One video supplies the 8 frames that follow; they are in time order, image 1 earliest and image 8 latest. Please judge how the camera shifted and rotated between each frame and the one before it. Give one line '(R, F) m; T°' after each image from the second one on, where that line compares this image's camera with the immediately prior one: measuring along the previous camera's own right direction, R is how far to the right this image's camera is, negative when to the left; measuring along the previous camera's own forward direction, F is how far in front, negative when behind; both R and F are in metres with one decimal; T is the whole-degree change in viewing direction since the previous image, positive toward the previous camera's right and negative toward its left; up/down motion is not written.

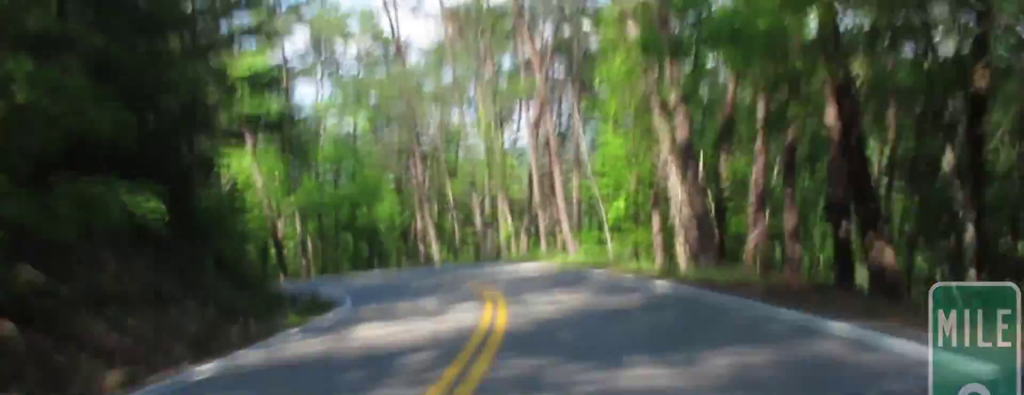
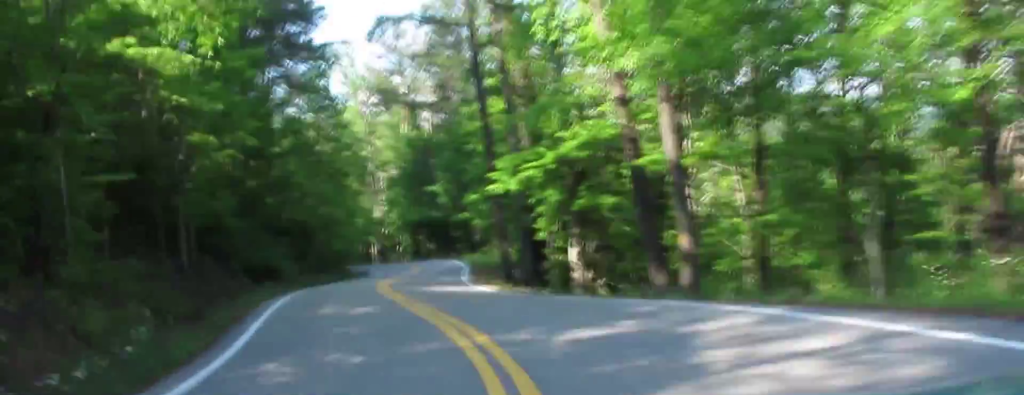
(+12.9, +40.3) m; +14°
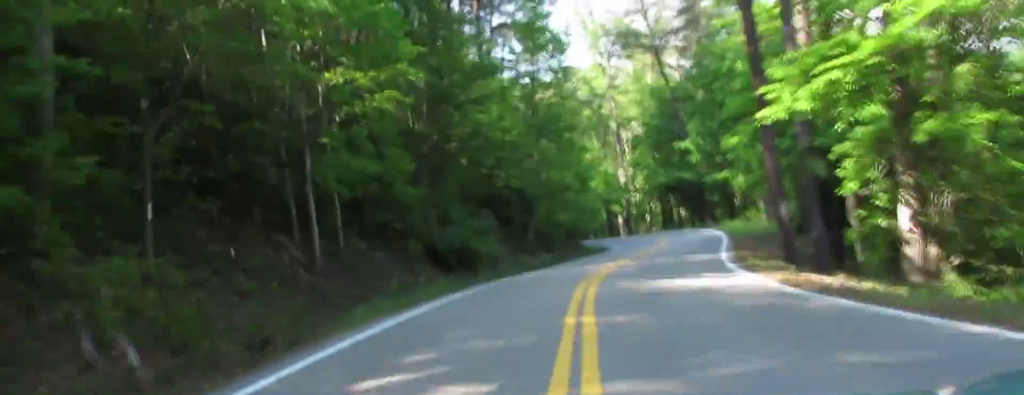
(-0.6, +12.4) m; -14°
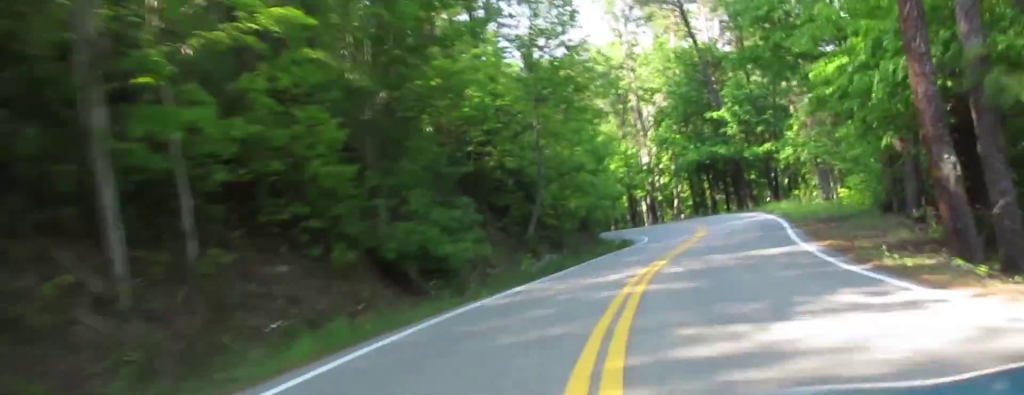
(-2.1, +9.5) m; -11°
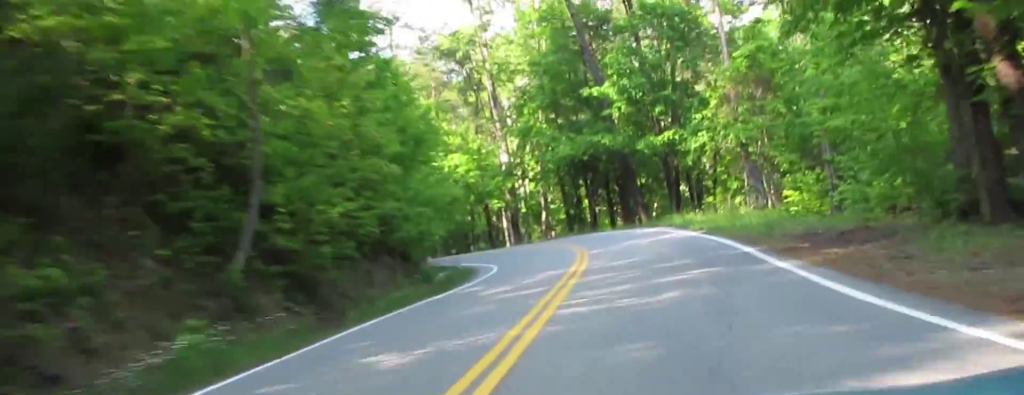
(-1.8, +14.6) m; -9°
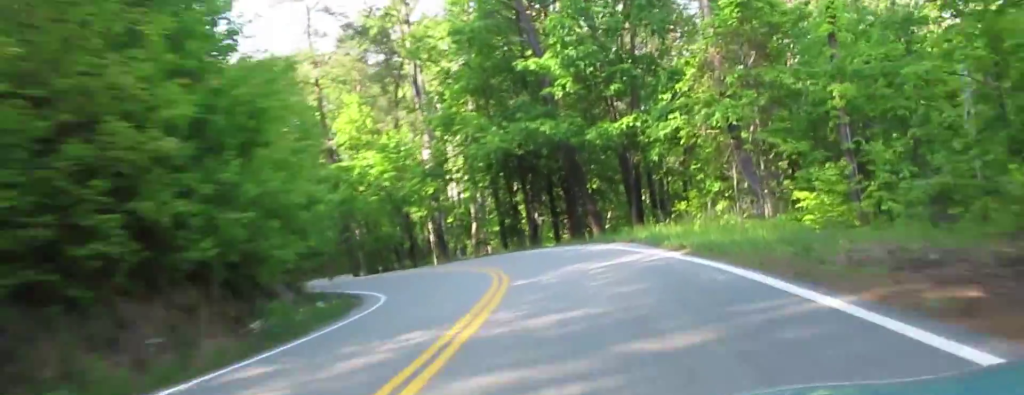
(-0.2, +8.1) m; -1°
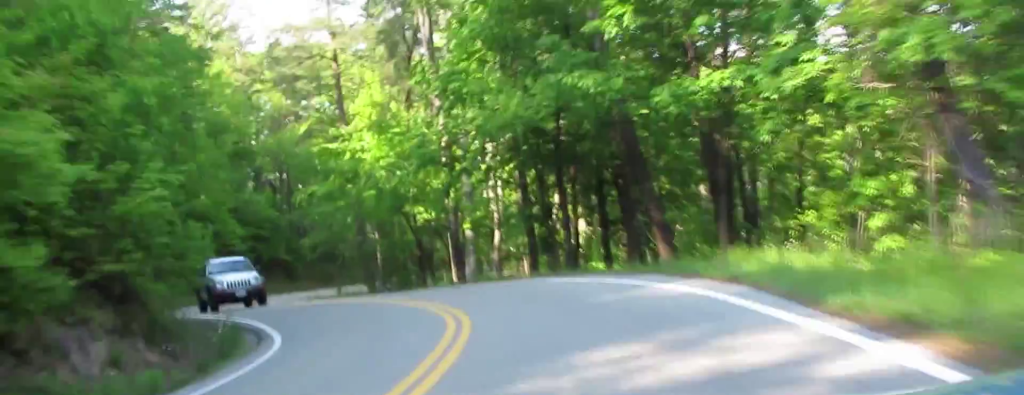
(-0.2, +10.9) m; +1°
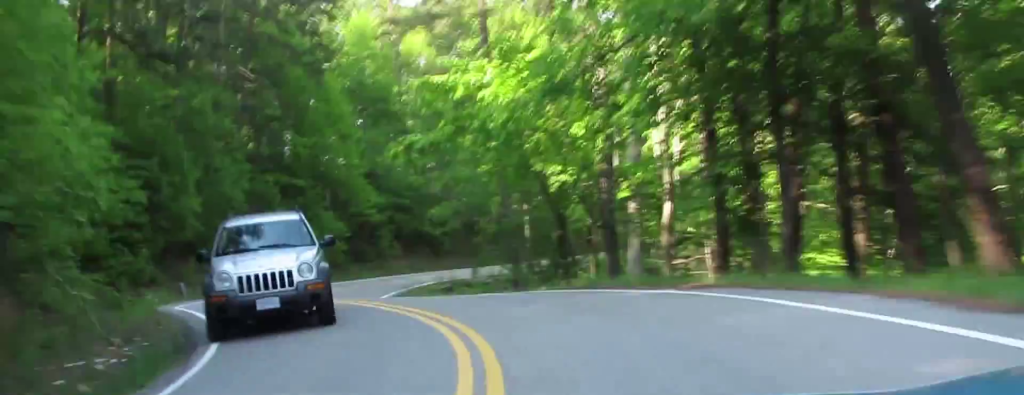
(+0.3, +11.5) m; +1°
